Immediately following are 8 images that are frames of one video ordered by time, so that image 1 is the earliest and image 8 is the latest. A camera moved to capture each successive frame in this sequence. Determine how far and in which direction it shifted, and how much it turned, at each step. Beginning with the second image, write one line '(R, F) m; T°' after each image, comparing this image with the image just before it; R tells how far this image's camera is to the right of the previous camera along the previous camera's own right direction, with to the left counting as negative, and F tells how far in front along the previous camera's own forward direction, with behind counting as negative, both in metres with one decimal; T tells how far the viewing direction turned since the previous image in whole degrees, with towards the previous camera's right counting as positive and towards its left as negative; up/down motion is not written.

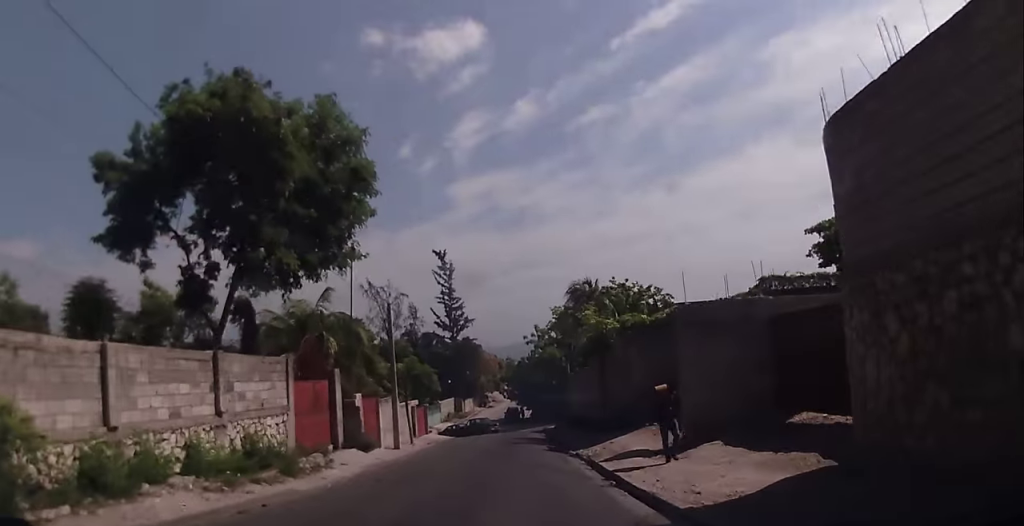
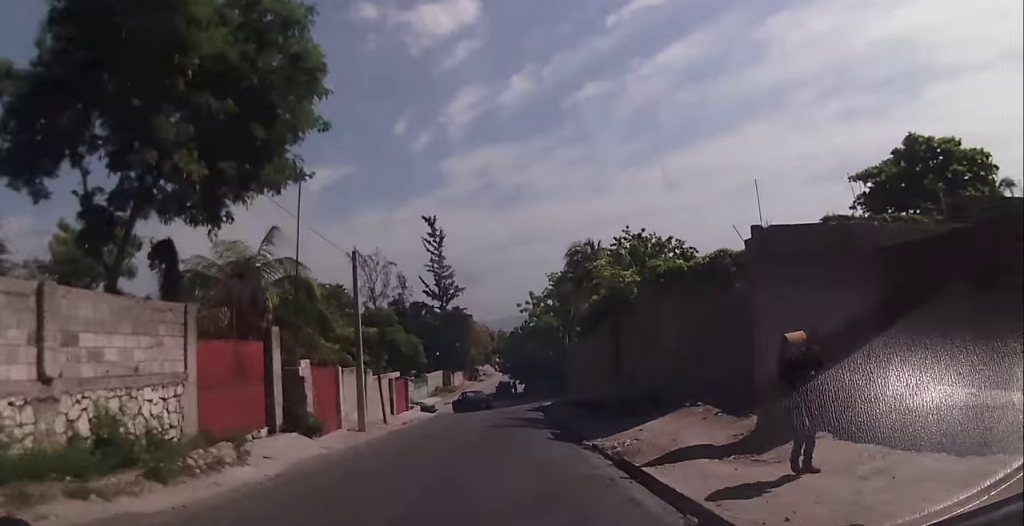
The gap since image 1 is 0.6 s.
(-0.1, +5.5) m; +2°
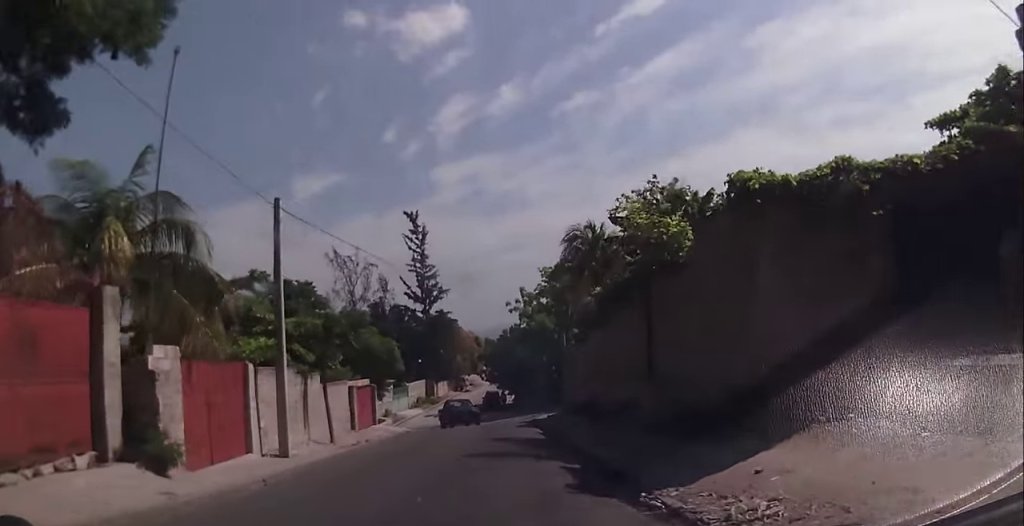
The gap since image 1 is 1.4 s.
(+0.5, +7.1) m; +4°
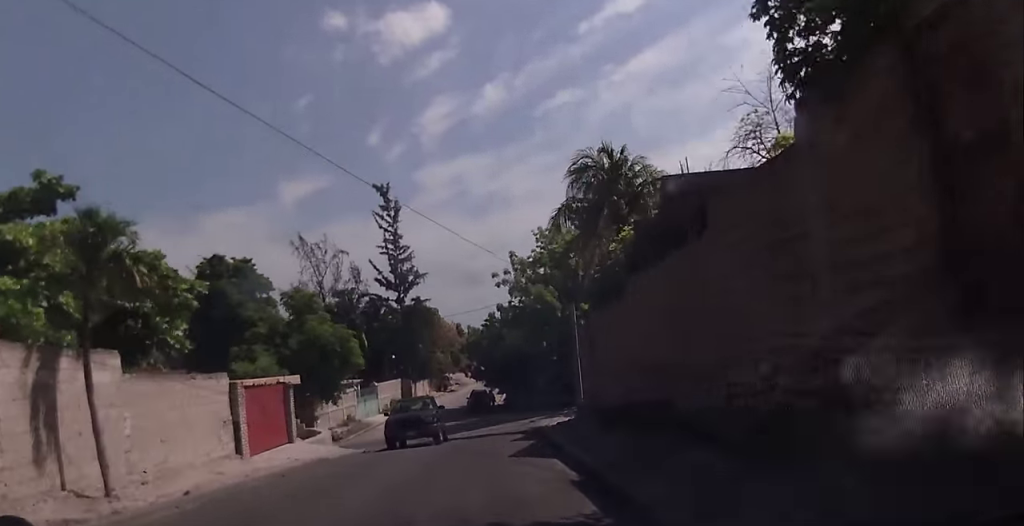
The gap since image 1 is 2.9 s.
(+0.1, +12.6) m; +1°
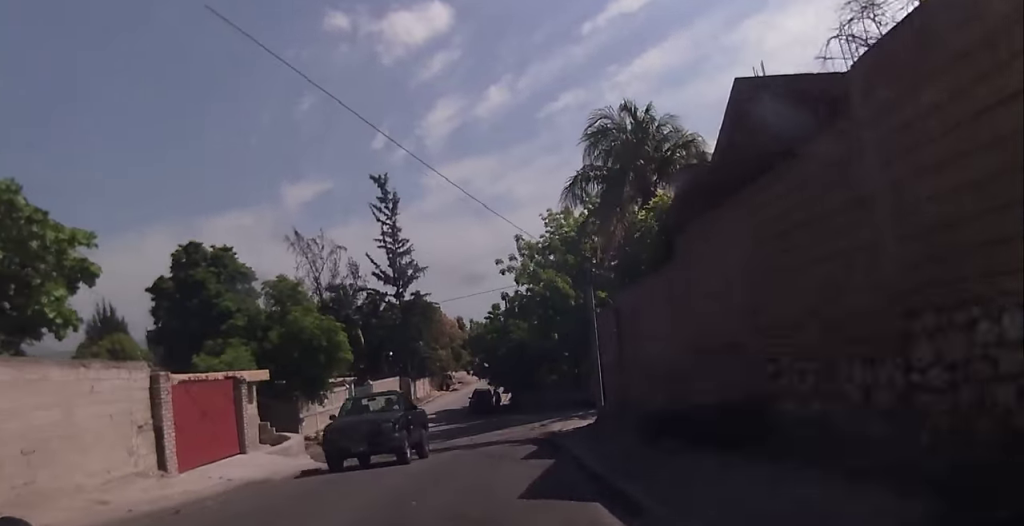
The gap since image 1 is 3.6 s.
(0.0, +4.8) m; 0°
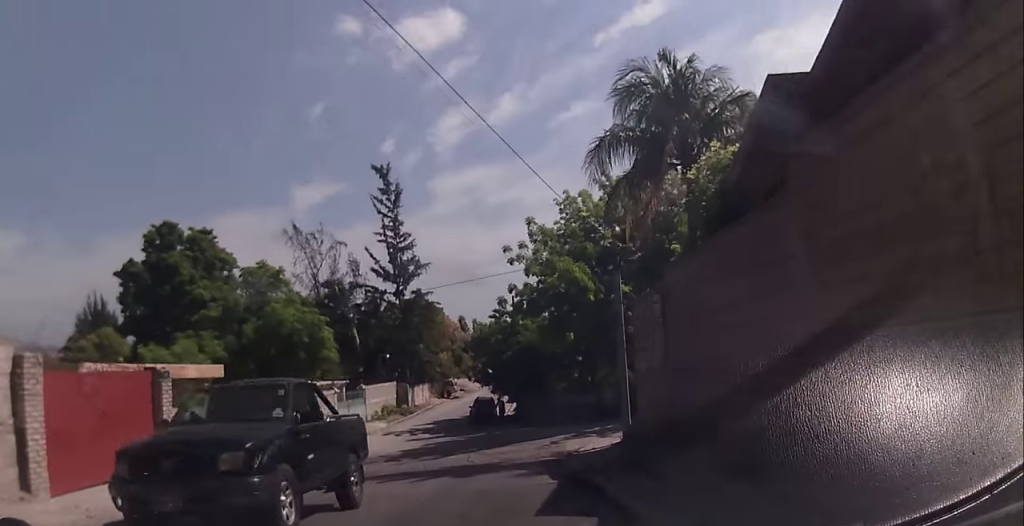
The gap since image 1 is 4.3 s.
(0.0, +4.9) m; -2°
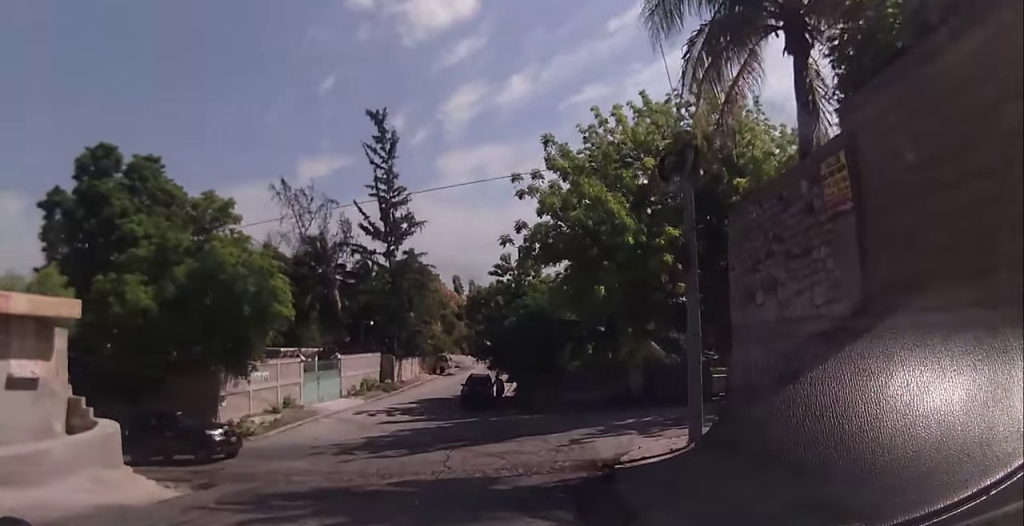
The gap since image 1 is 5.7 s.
(-0.4, +8.5) m; -2°
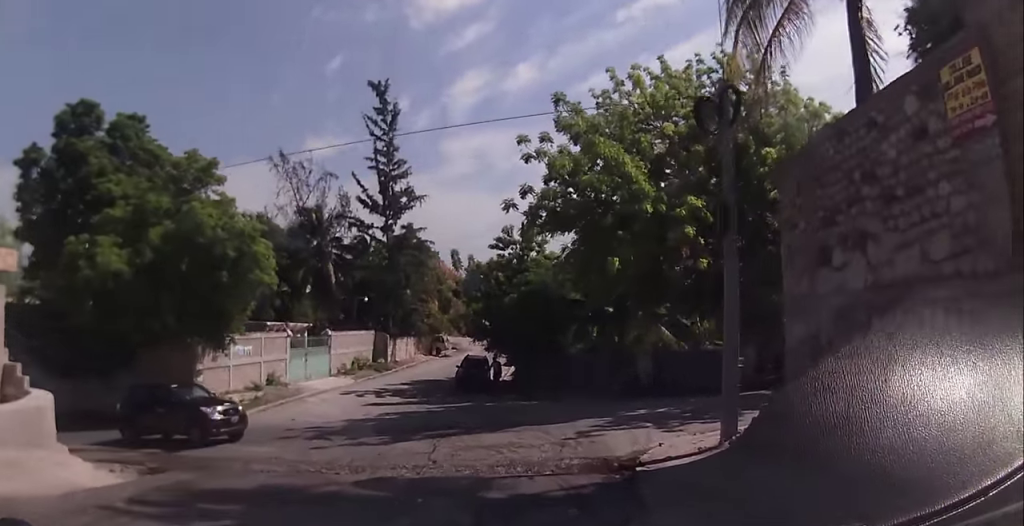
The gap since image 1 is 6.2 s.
(+0.2, +2.4) m; 0°
